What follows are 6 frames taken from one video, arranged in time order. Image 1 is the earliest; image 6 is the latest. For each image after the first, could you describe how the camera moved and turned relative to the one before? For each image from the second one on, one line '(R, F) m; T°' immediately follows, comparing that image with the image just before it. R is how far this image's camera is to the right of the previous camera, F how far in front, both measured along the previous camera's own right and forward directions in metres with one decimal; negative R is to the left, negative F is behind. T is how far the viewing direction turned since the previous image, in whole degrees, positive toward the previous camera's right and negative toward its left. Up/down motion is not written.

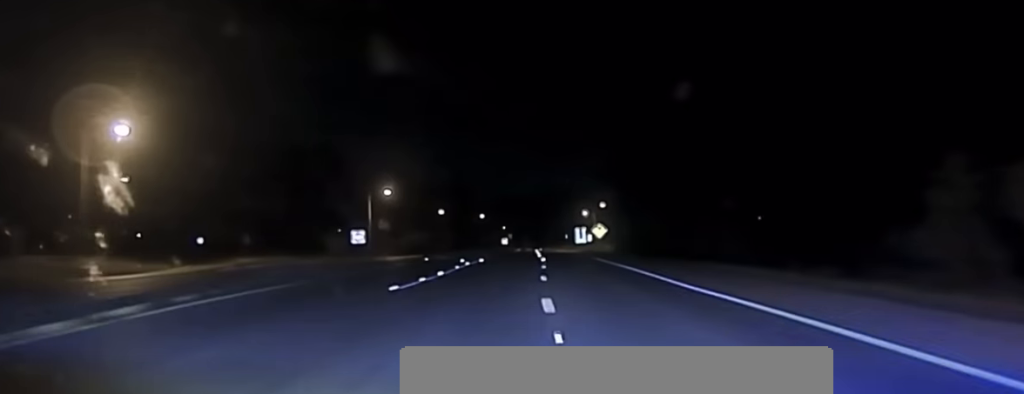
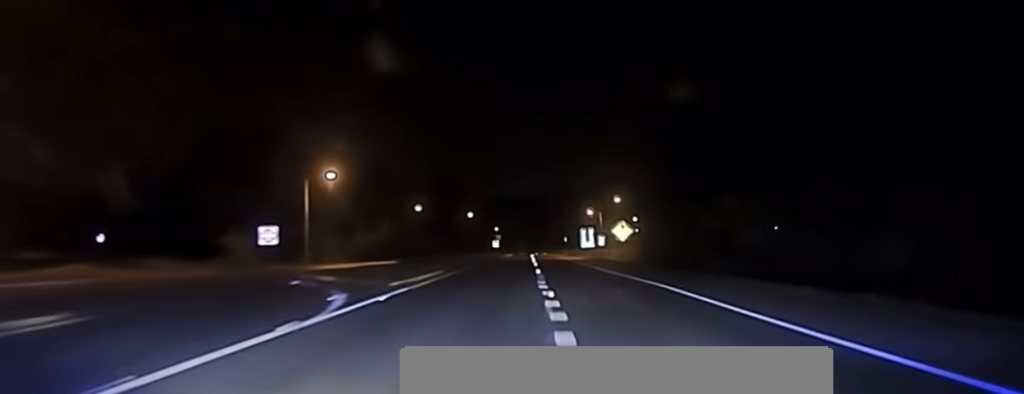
(-0.3, +36.5) m; 0°
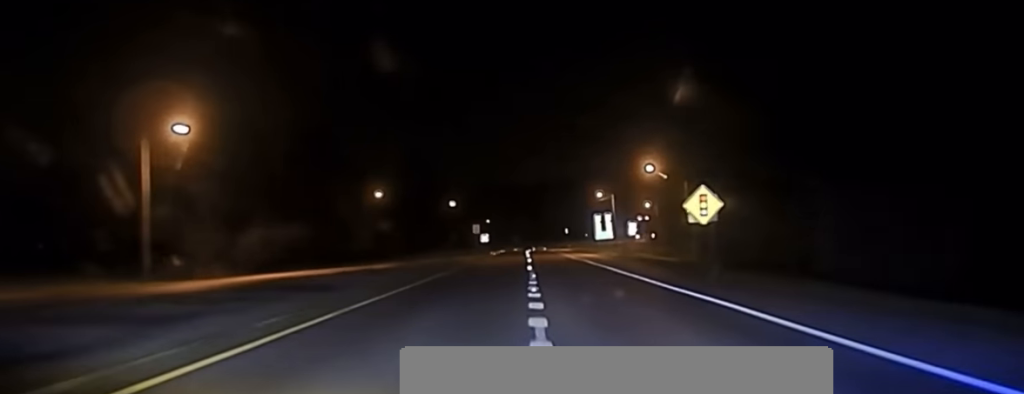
(+0.1, +40.5) m; +1°
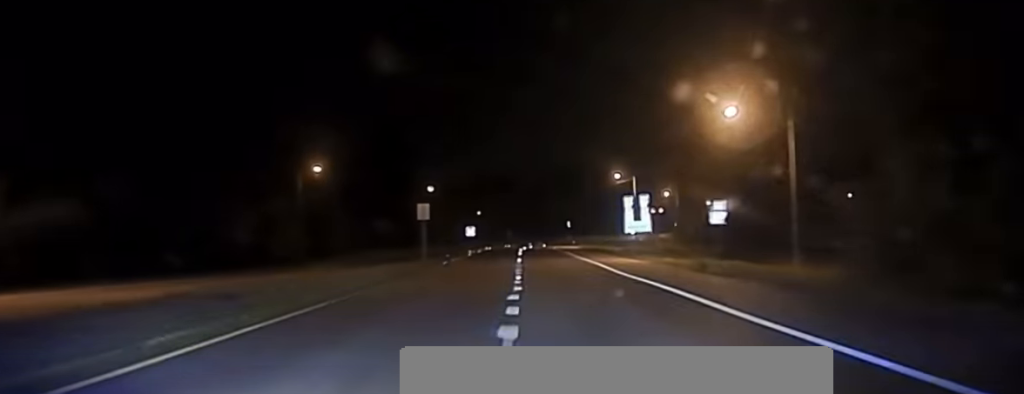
(+0.4, +38.0) m; +1°
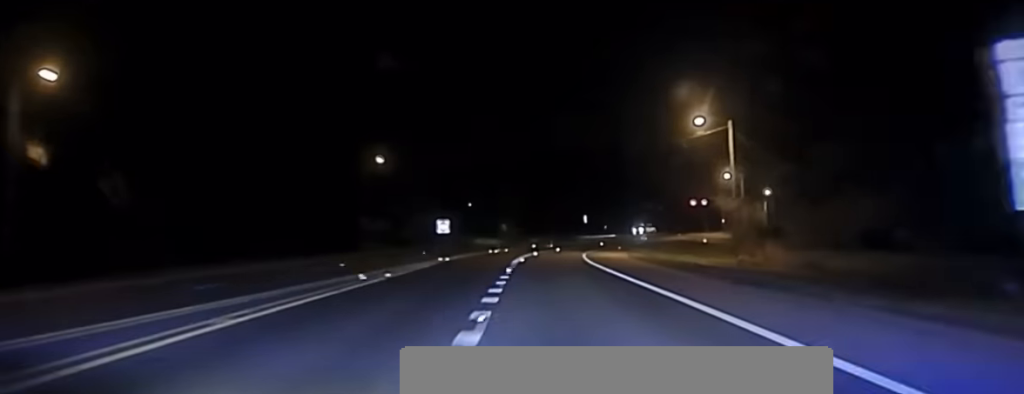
(-0.3, +58.7) m; -1°
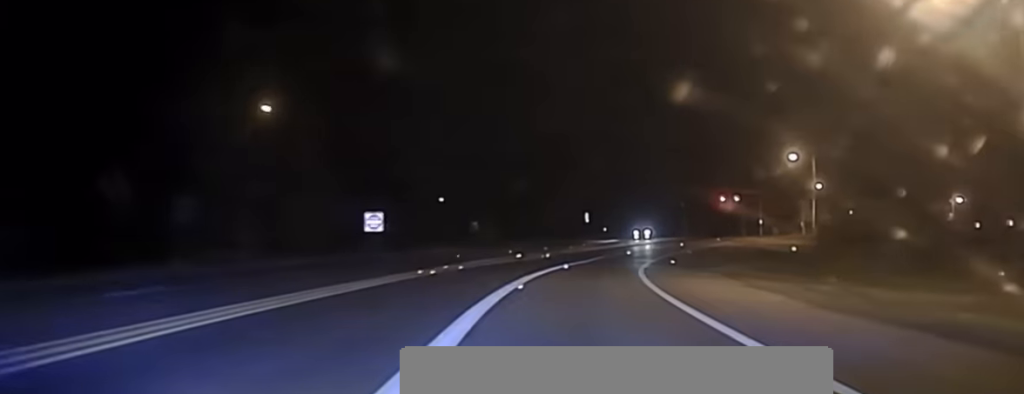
(+0.1, +42.0) m; +2°
